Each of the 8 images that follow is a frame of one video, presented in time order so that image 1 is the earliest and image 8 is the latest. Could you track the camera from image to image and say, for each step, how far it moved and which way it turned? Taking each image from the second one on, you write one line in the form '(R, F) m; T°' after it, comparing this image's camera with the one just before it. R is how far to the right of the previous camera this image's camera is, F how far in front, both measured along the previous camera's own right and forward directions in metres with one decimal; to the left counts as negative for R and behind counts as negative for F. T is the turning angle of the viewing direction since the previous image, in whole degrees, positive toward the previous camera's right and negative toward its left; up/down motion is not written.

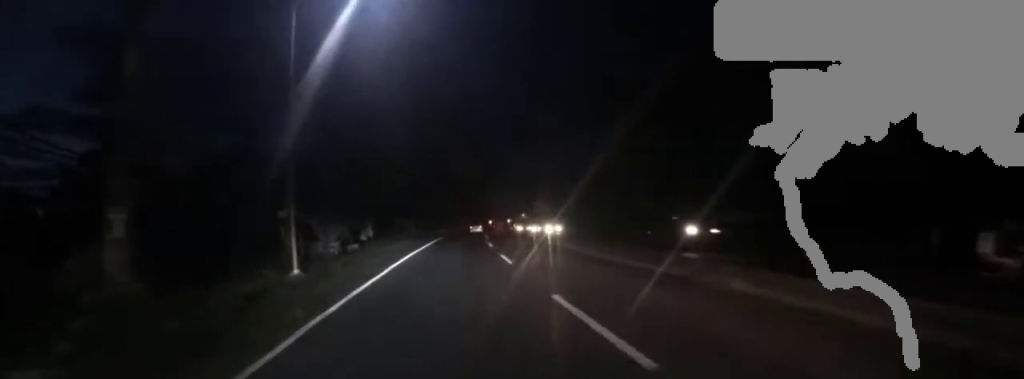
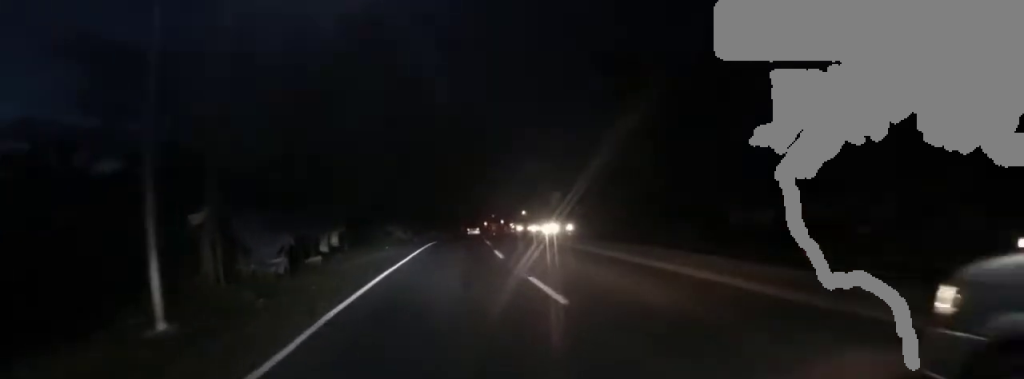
(0.0, +6.0) m; -1°
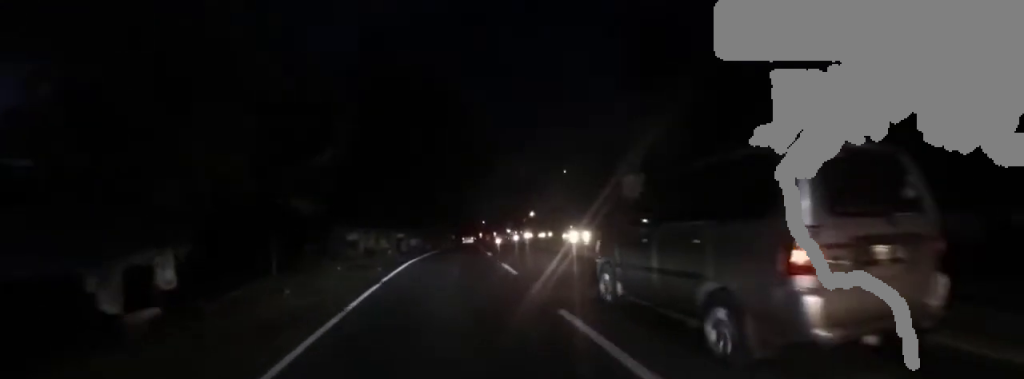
(-0.2, +10.5) m; -1°
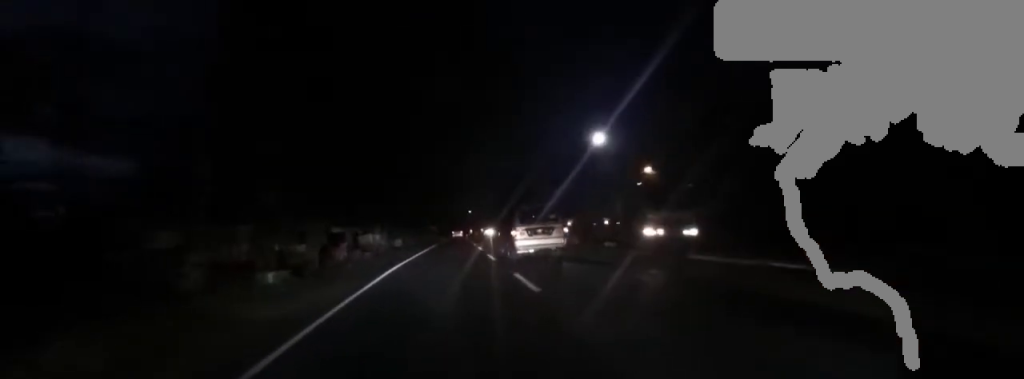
(+0.1, +19.5) m; 0°
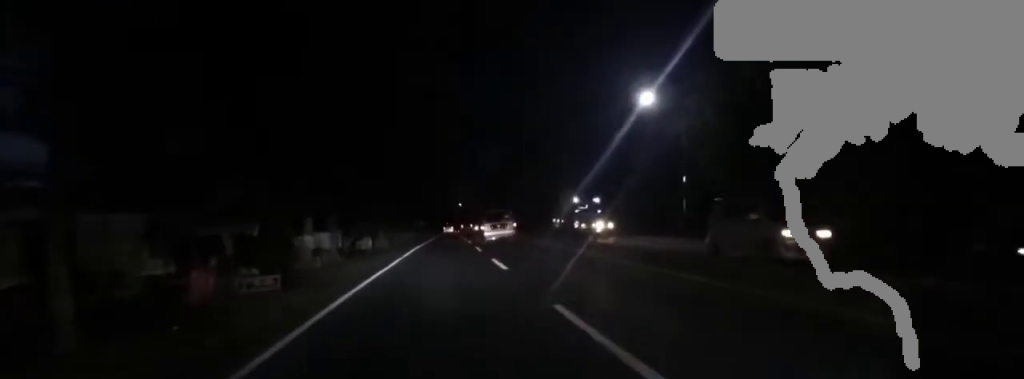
(-0.2, +13.2) m; 0°
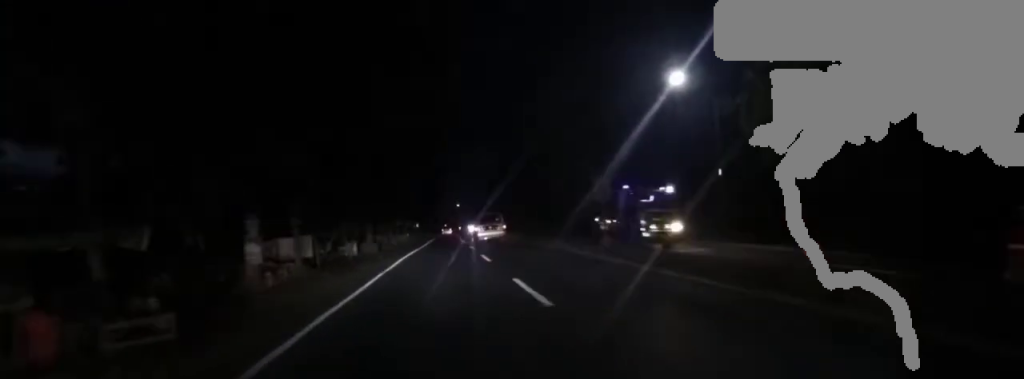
(+0.2, +5.0) m; 0°
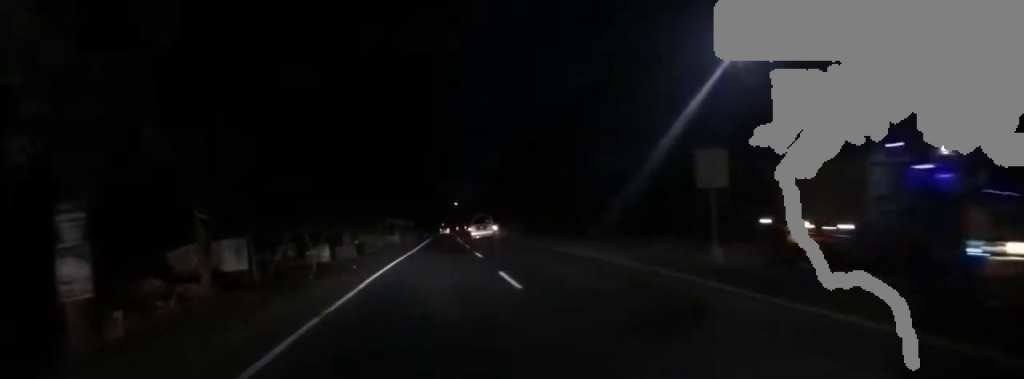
(-0.1, +6.4) m; 0°
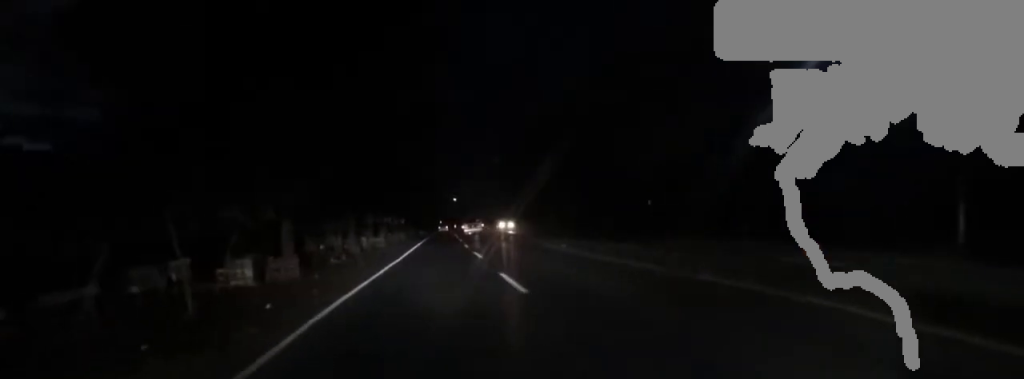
(-0.1, +9.4) m; 0°
